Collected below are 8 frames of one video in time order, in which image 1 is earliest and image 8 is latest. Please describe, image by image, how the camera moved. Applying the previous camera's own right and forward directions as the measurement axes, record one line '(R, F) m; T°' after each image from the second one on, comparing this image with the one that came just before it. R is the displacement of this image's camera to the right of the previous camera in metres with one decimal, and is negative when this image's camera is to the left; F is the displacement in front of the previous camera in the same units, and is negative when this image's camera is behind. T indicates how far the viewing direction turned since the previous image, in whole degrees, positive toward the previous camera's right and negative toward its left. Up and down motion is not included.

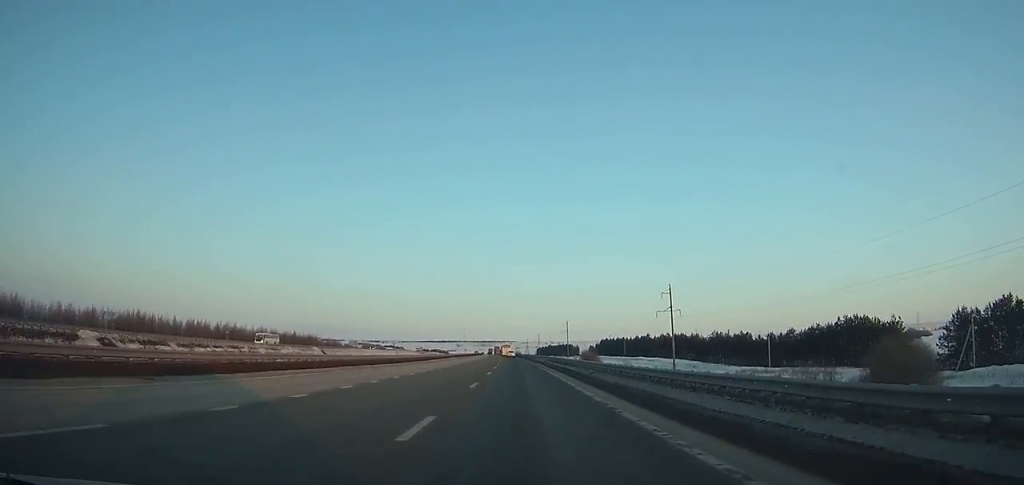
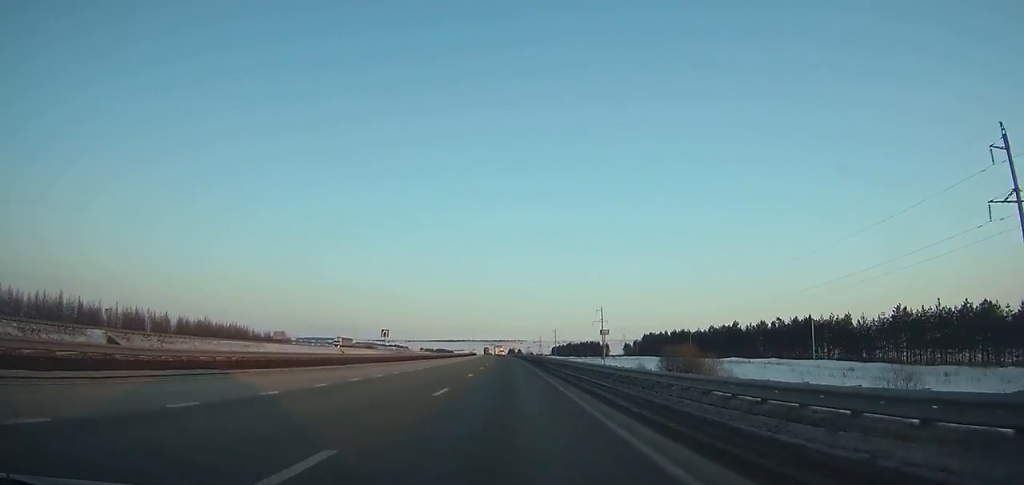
(-1.2, +98.9) m; -1°
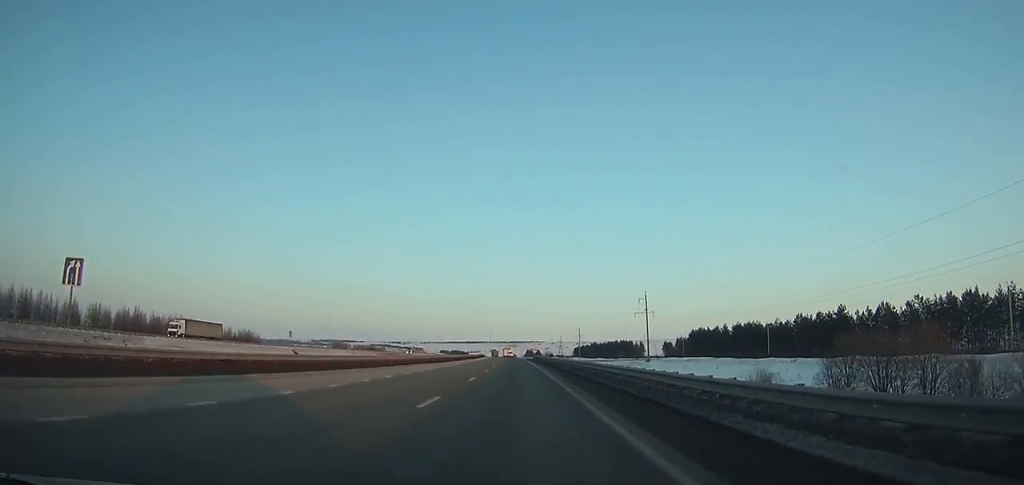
(-0.1, +51.1) m; 0°
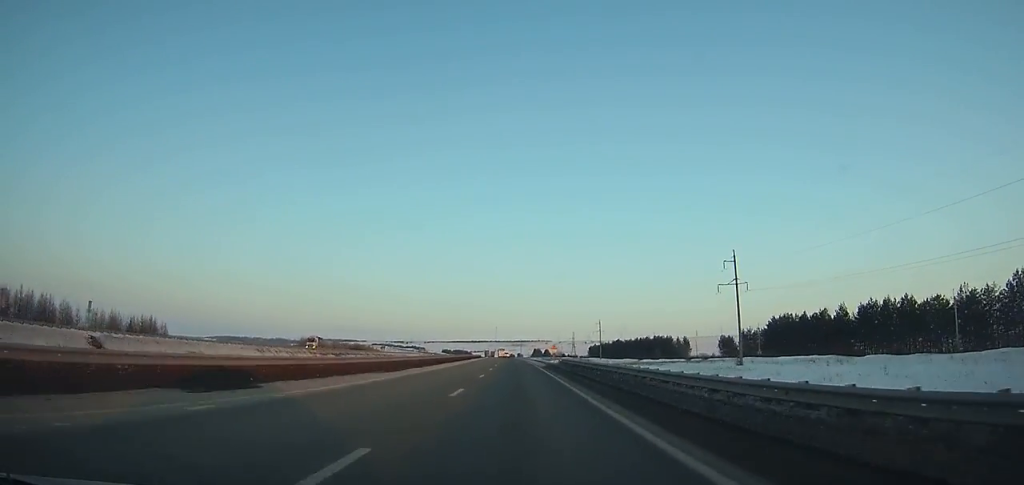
(-0.6, +67.5) m; -1°
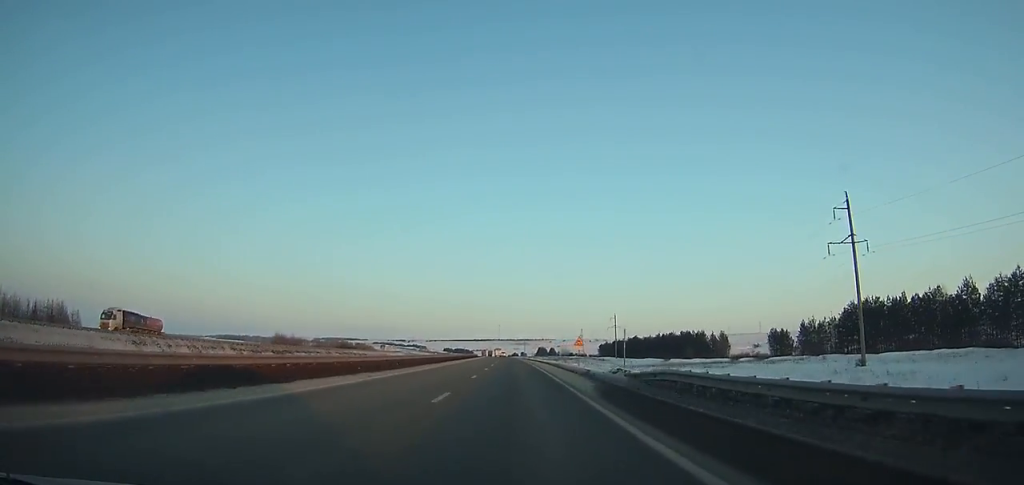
(0.0, +38.0) m; -1°
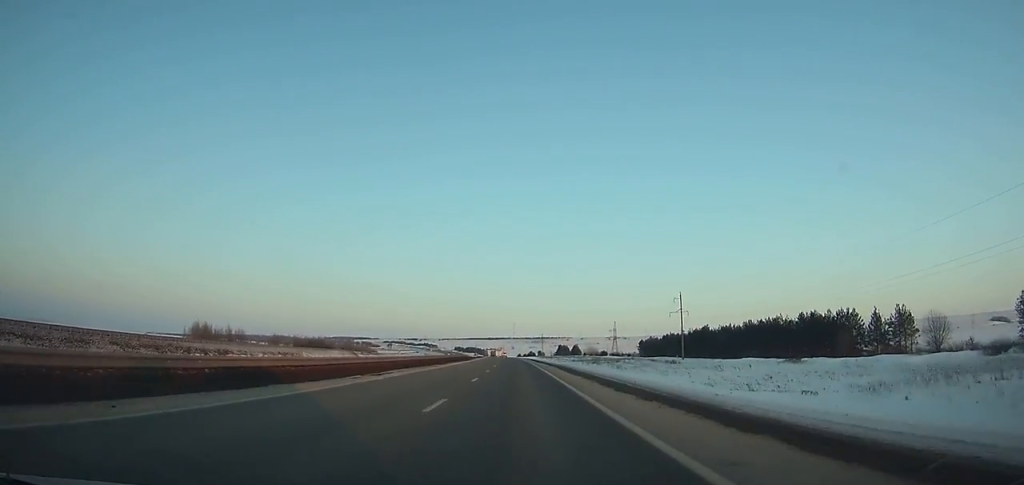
(-1.4, +86.6) m; -2°
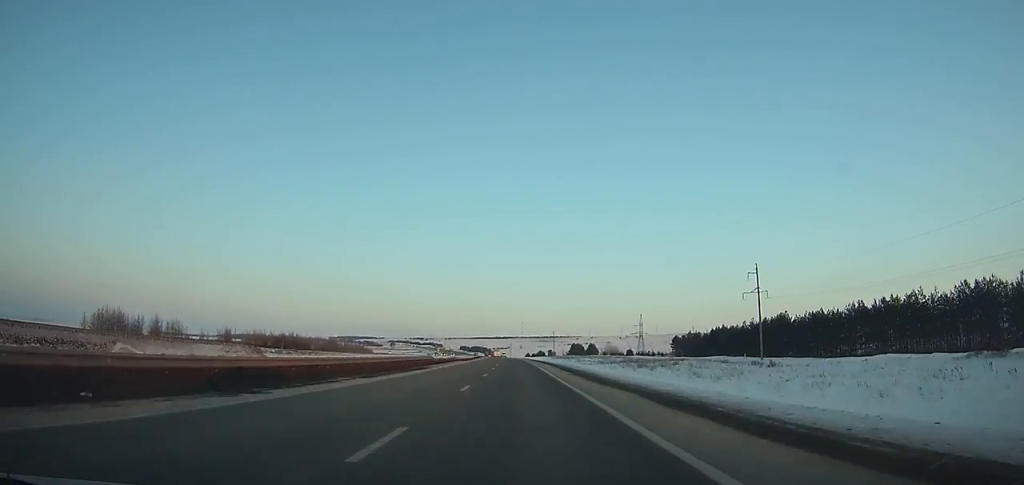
(-0.2, +53.3) m; -1°
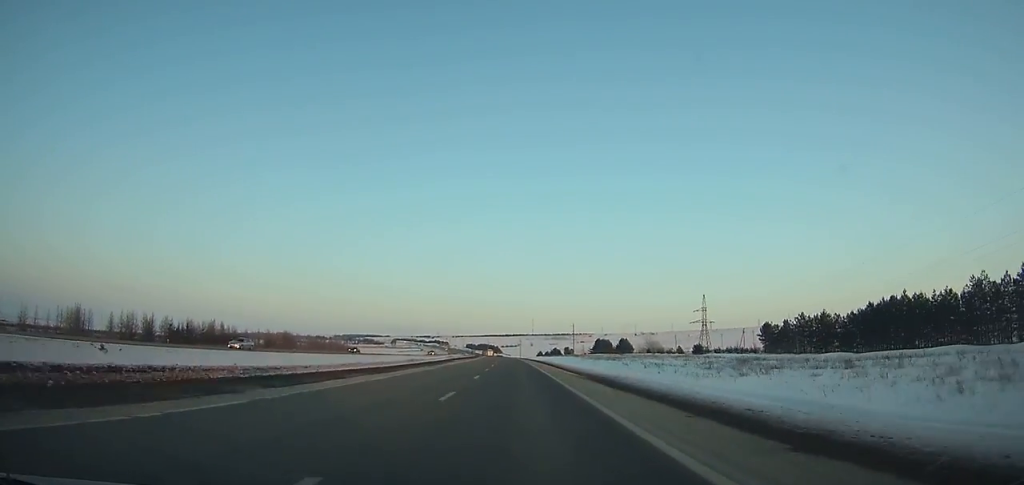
(-1.2, +87.5) m; -1°
